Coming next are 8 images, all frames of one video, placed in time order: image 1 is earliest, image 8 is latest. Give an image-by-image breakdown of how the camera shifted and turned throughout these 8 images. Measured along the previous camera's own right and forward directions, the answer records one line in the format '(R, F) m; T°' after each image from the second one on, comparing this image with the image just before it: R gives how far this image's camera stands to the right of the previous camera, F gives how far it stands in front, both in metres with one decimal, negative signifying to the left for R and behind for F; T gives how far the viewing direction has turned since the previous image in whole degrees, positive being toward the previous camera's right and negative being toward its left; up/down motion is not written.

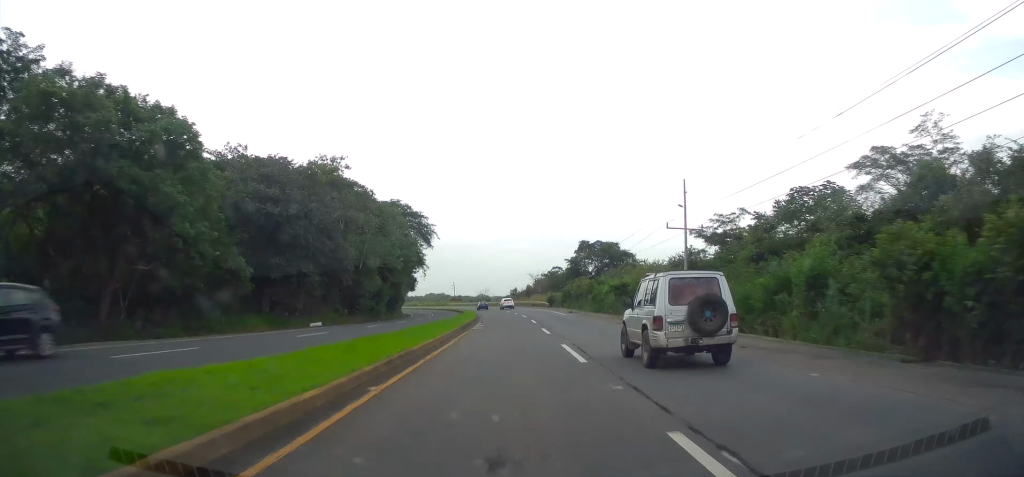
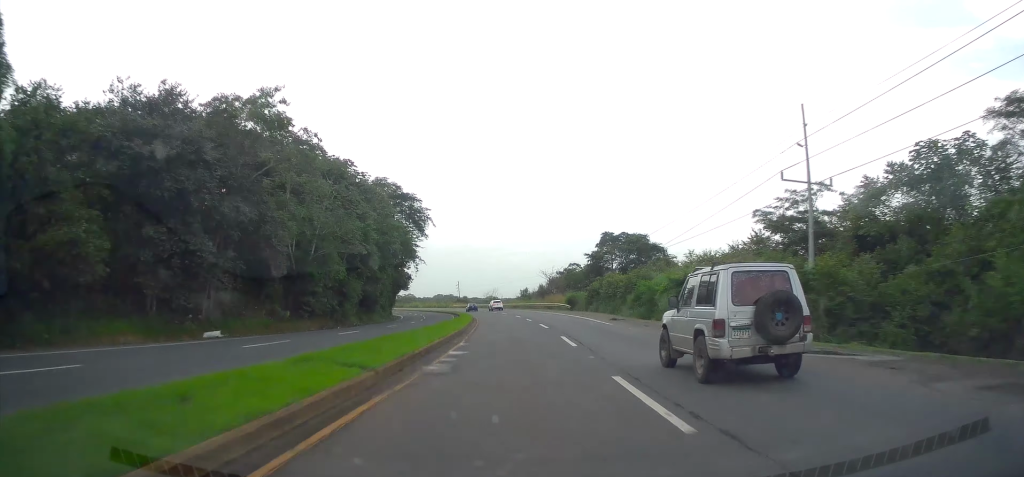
(+0.3, +18.4) m; -1°
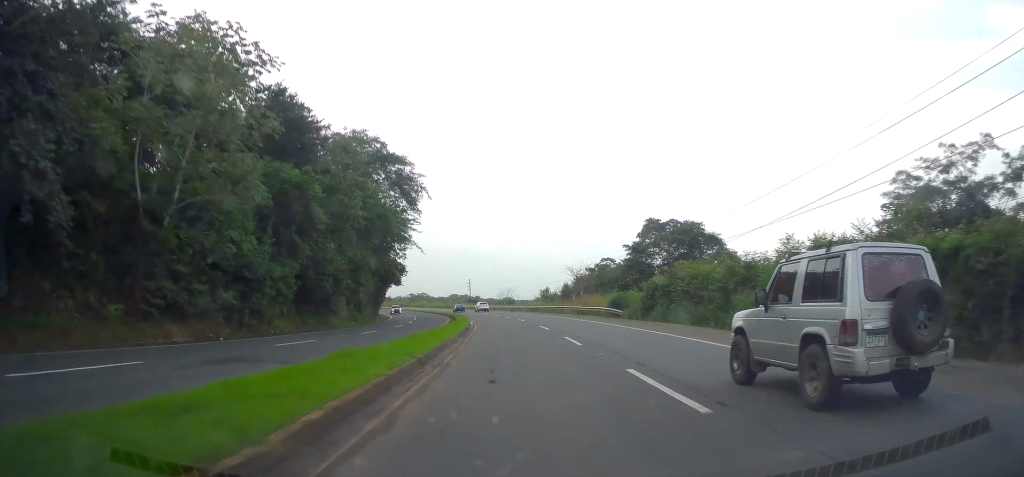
(-0.4, +22.0) m; -1°
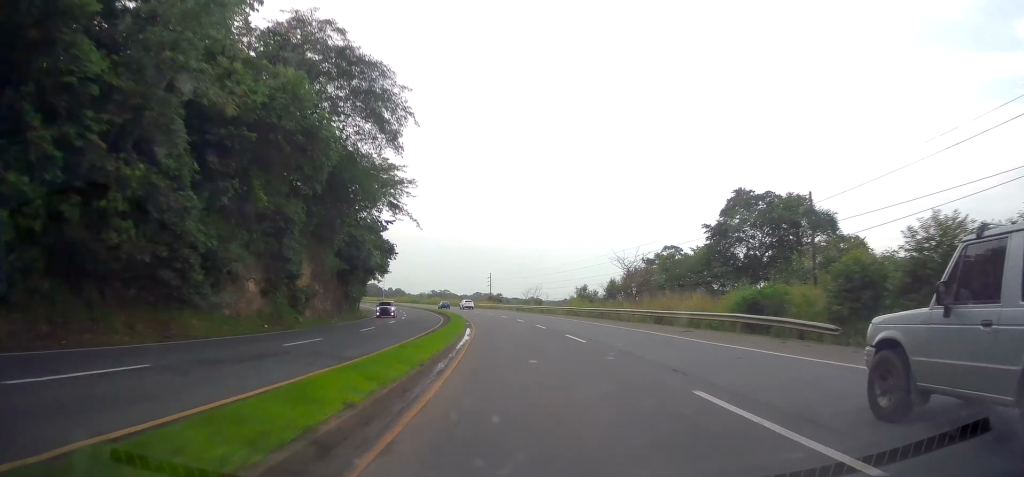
(-0.3, +25.7) m; -2°
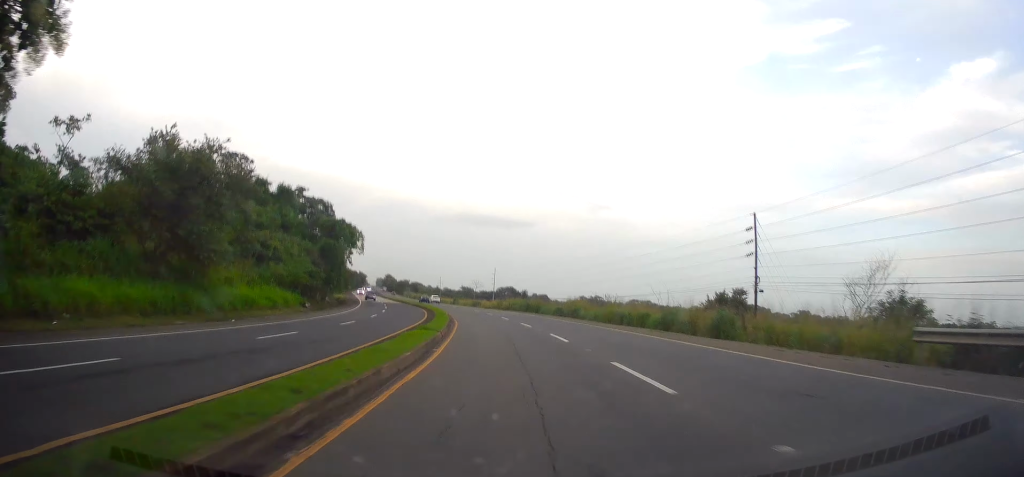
(-11.1, +99.5) m; -14°
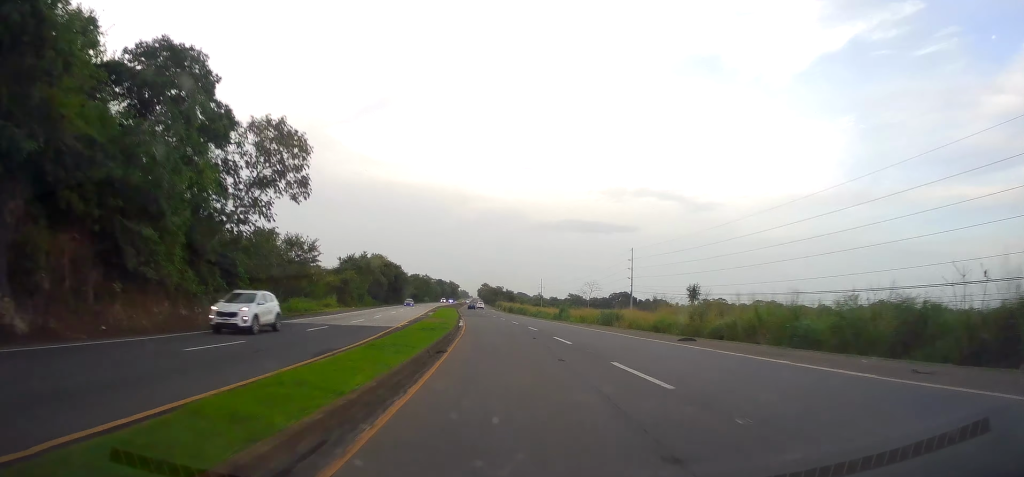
(-5.6, +65.9) m; -10°
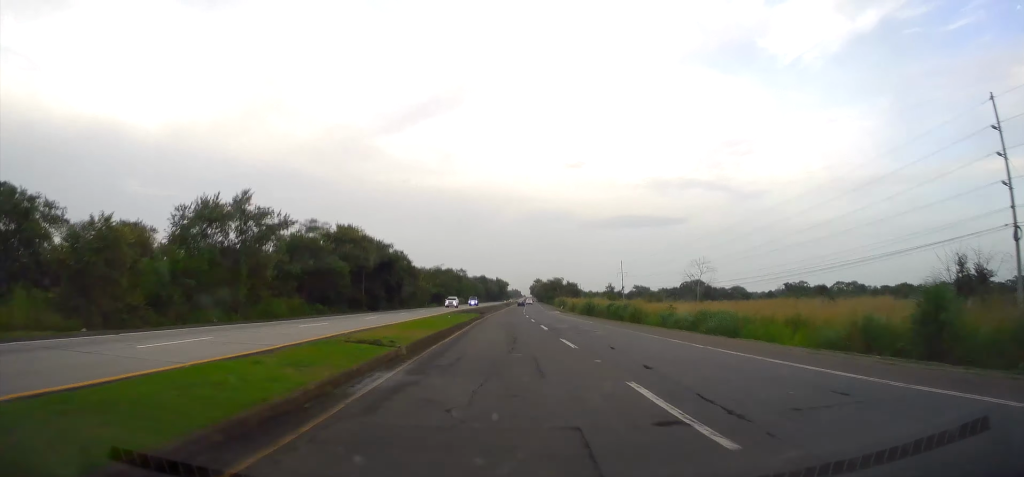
(-3.8, +61.3) m; -6°
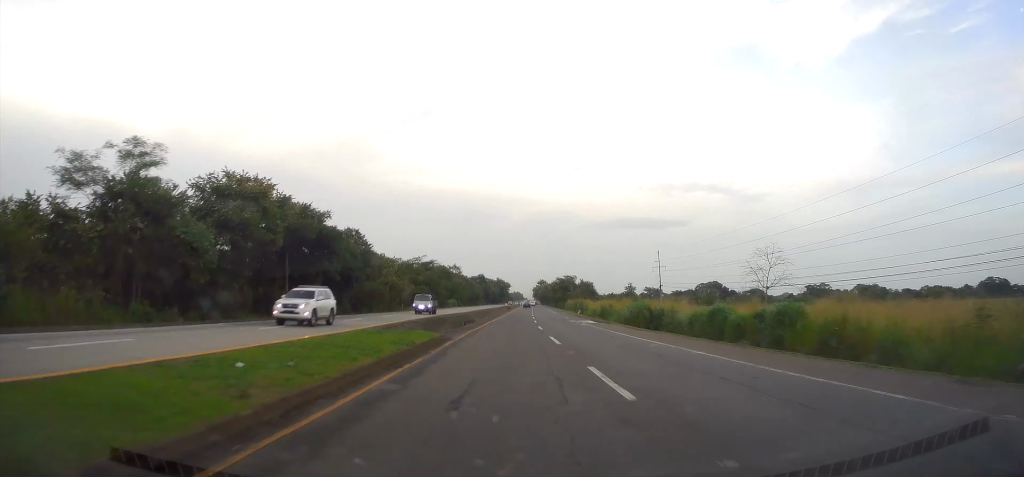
(-0.4, +30.8) m; -2°
